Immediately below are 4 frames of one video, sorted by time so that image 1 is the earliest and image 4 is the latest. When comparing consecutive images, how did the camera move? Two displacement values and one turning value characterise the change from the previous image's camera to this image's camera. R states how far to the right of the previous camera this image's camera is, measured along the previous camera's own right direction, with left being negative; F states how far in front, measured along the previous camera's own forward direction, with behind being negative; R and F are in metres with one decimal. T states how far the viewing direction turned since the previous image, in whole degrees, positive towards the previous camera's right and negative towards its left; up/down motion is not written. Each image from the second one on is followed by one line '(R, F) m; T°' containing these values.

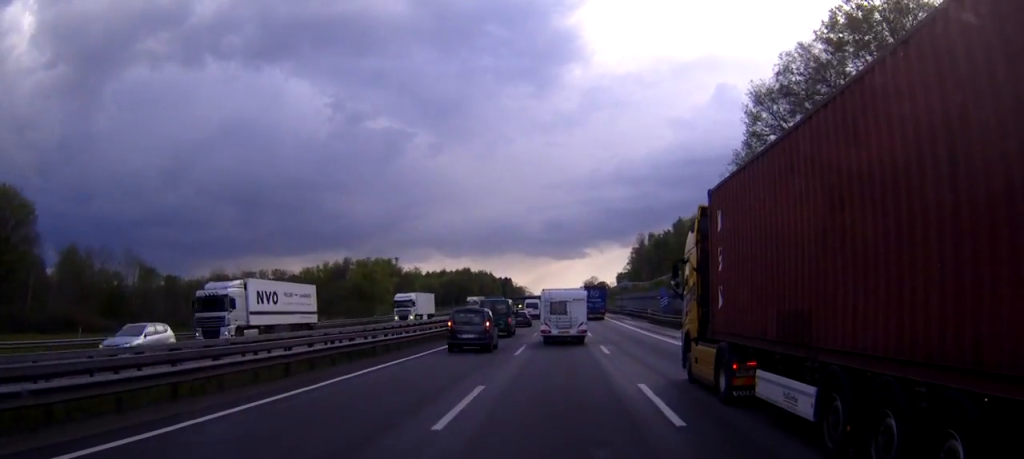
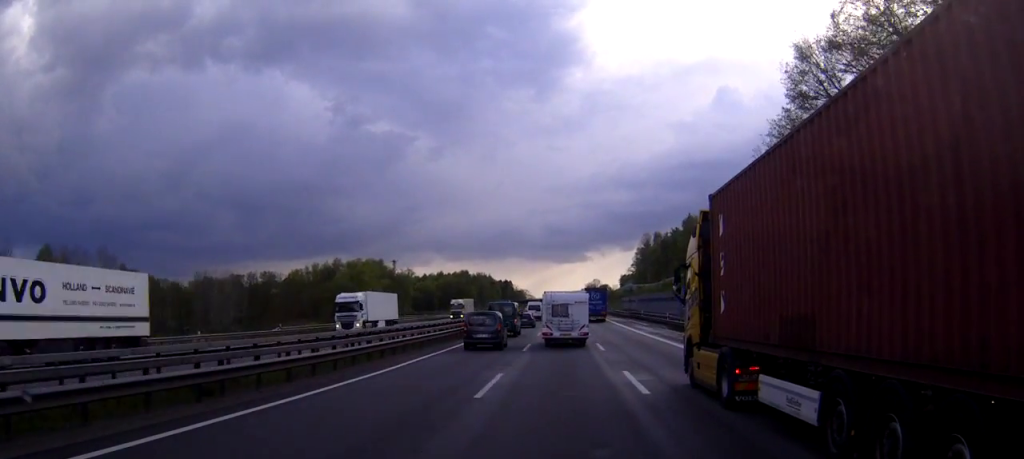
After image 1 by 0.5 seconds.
(+0.1, +13.2) m; 0°
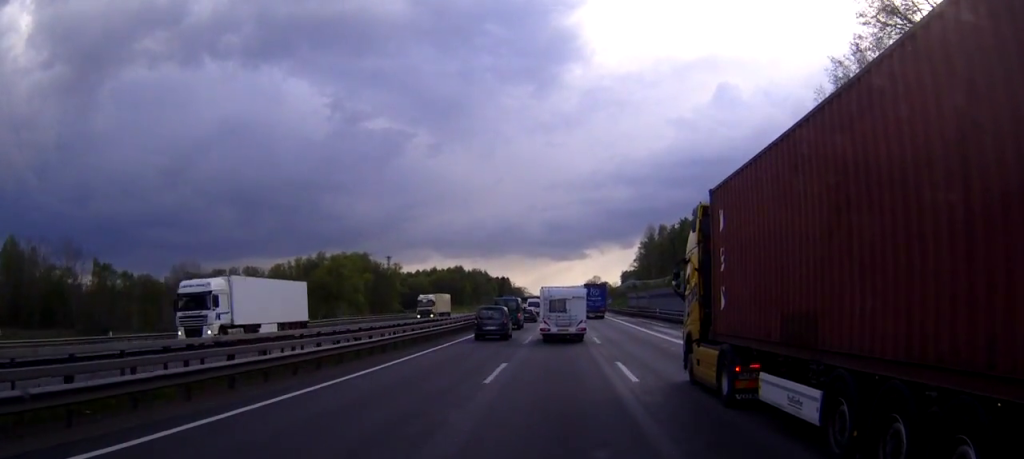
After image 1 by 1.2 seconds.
(0.0, +15.6) m; 0°
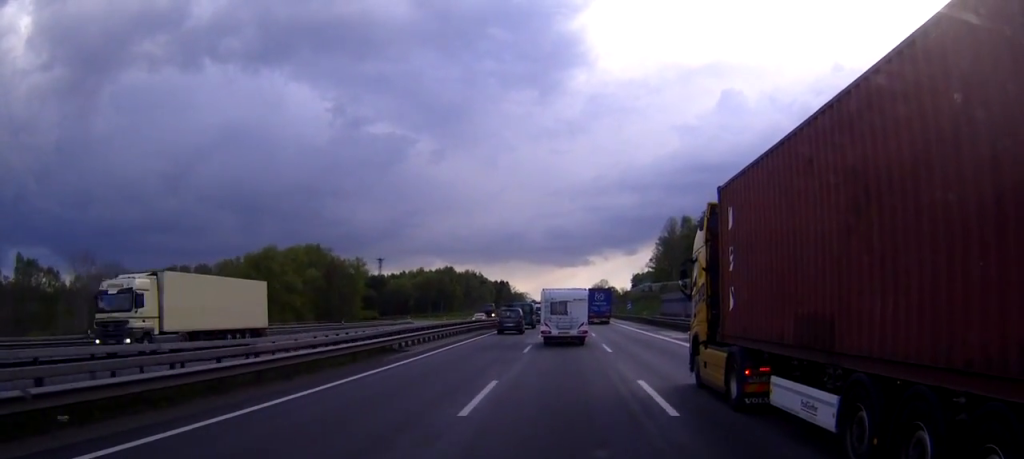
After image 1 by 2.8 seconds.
(0.0, +40.7) m; 0°
